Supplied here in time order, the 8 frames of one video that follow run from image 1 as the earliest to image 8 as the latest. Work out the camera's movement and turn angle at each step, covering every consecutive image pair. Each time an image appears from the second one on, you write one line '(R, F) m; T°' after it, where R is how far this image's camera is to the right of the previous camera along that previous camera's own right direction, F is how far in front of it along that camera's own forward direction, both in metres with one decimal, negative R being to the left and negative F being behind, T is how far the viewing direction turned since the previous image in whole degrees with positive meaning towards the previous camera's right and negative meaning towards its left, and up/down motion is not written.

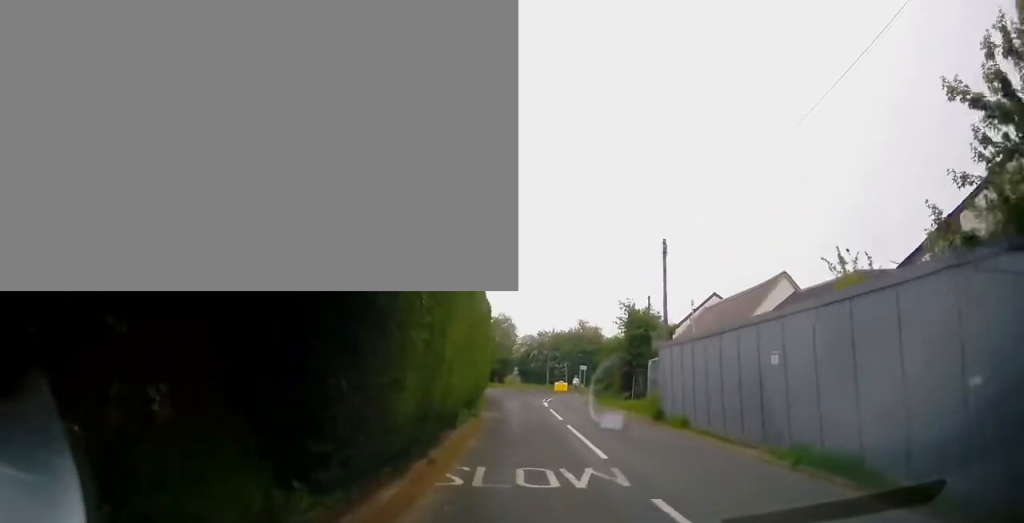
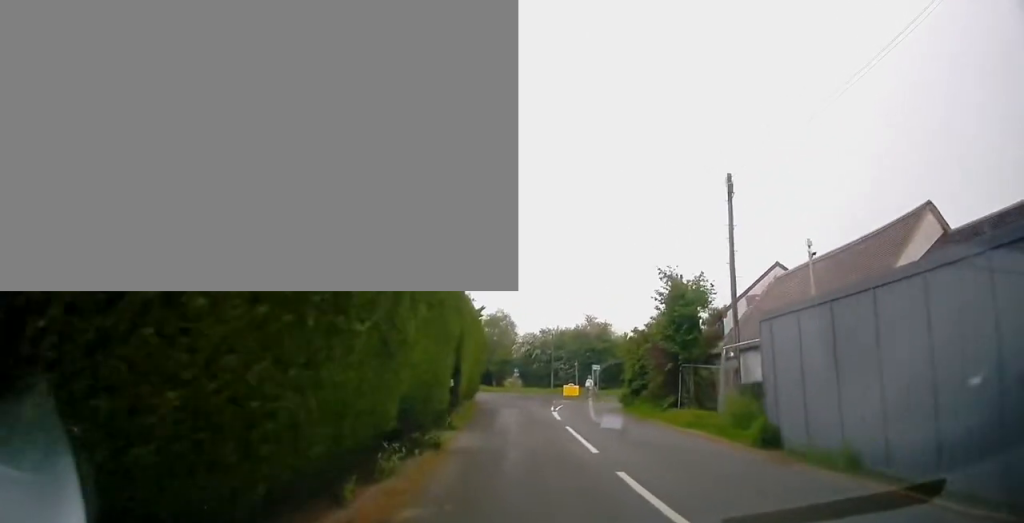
(-0.2, +9.2) m; -2°
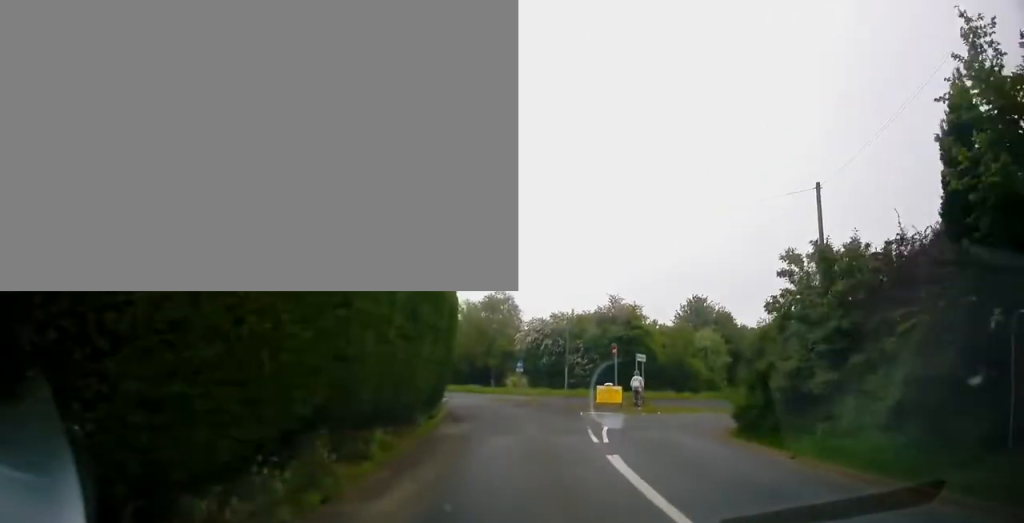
(+0.3, +16.8) m; +6°
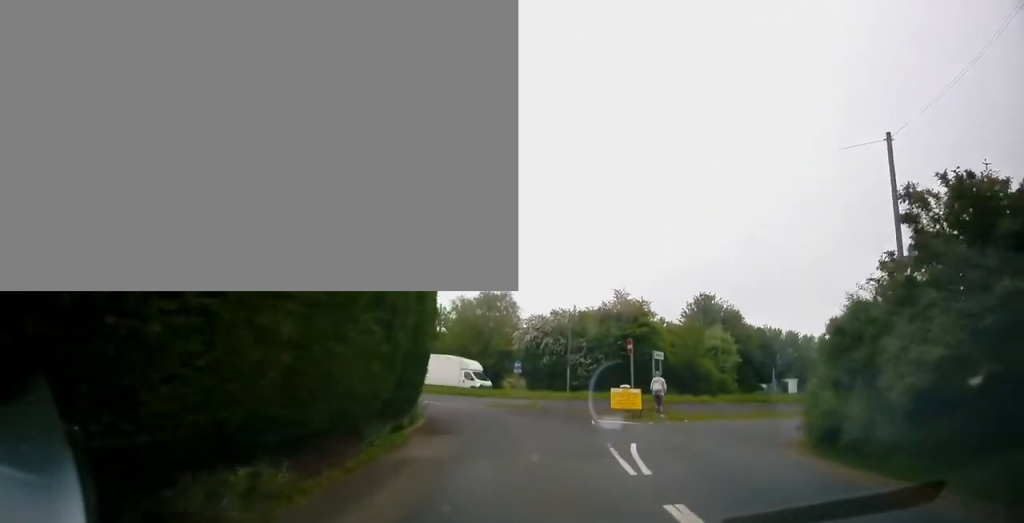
(+0.2, +4.4) m; 0°
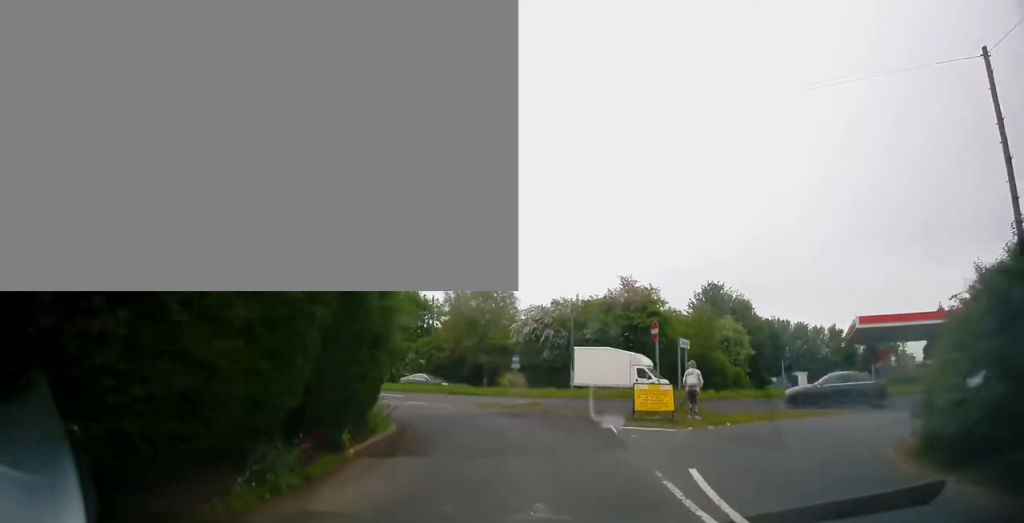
(+0.2, +4.8) m; -1°
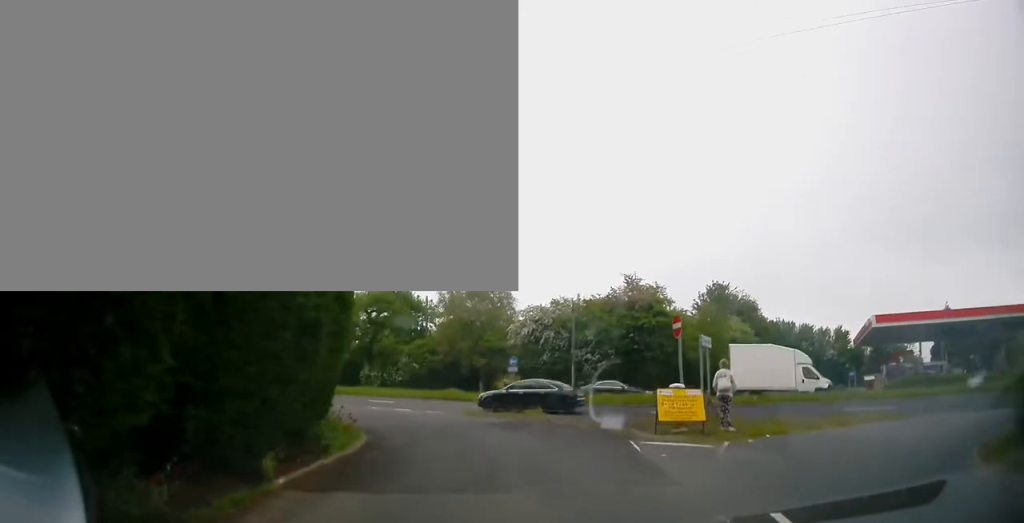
(-0.2, +2.9) m; -1°
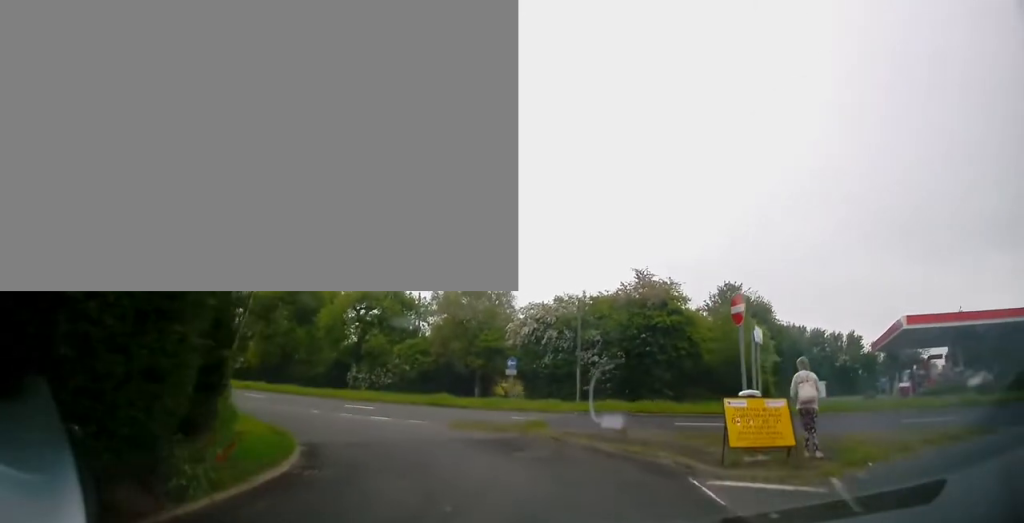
(-0.1, +4.5) m; 0°
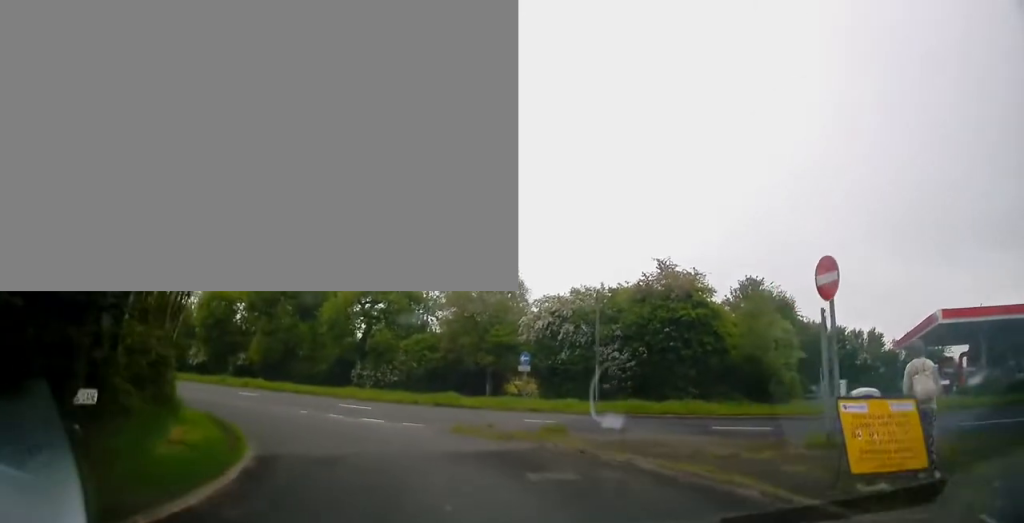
(+0.1, +3.0) m; +1°
